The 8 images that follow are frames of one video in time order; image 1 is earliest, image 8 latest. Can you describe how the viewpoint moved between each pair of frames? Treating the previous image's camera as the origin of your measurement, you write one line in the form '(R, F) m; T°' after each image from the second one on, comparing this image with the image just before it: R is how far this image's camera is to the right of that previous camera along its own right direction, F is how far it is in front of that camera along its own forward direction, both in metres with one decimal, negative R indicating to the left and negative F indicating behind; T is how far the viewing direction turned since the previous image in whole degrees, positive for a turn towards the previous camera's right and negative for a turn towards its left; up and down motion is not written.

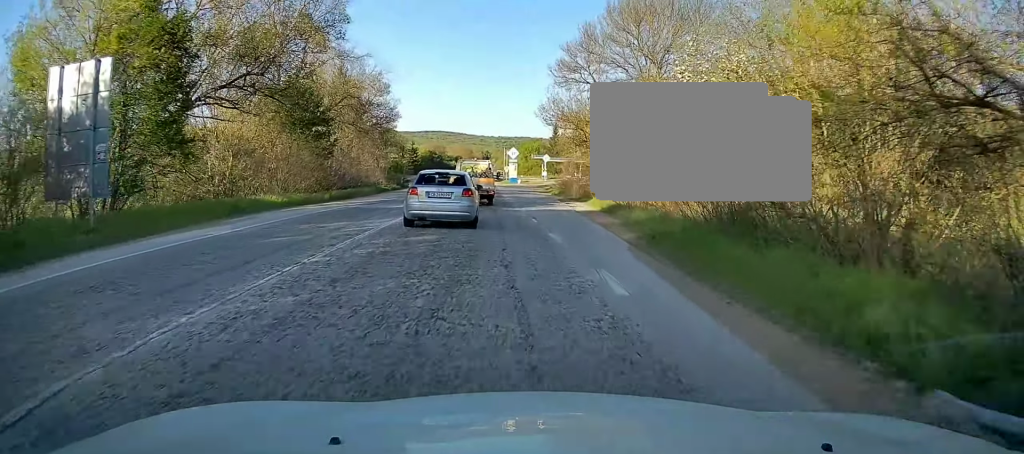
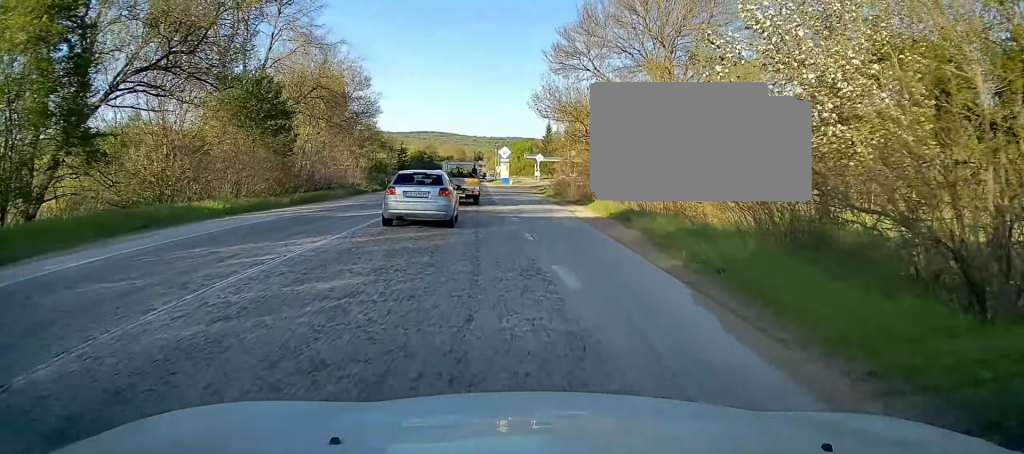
(0.0, +5.7) m; 0°
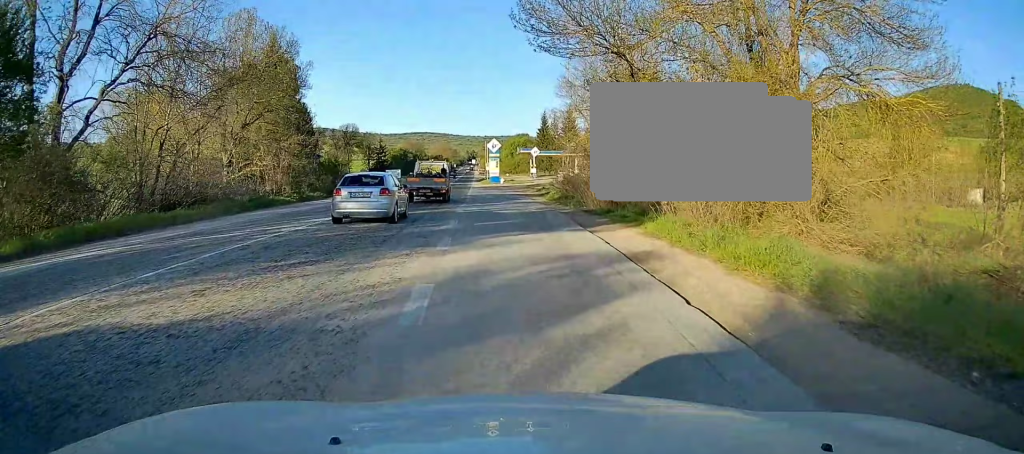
(+0.2, +20.0) m; 0°
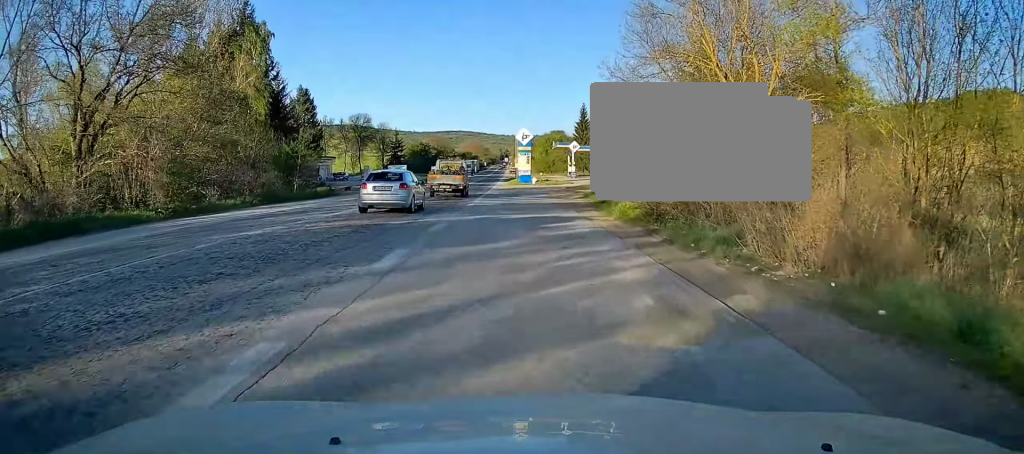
(-0.5, +20.6) m; -2°
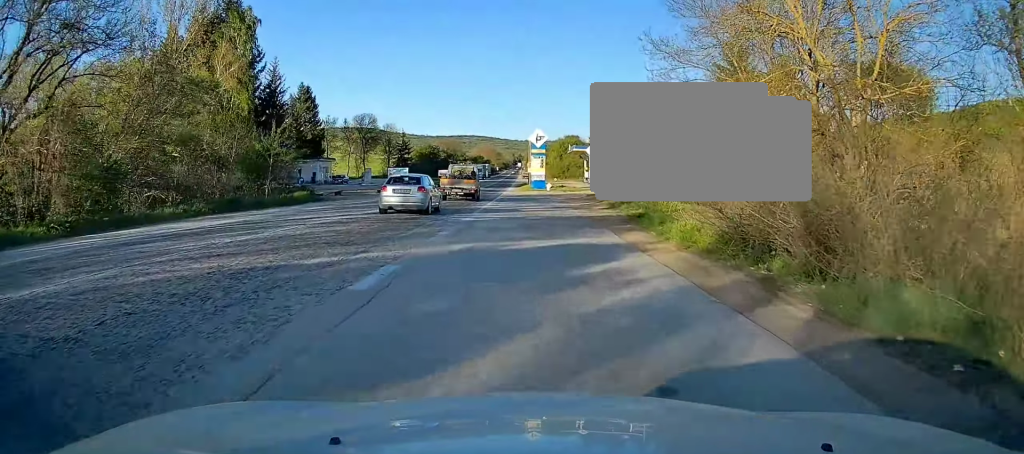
(0.0, +7.5) m; 0°
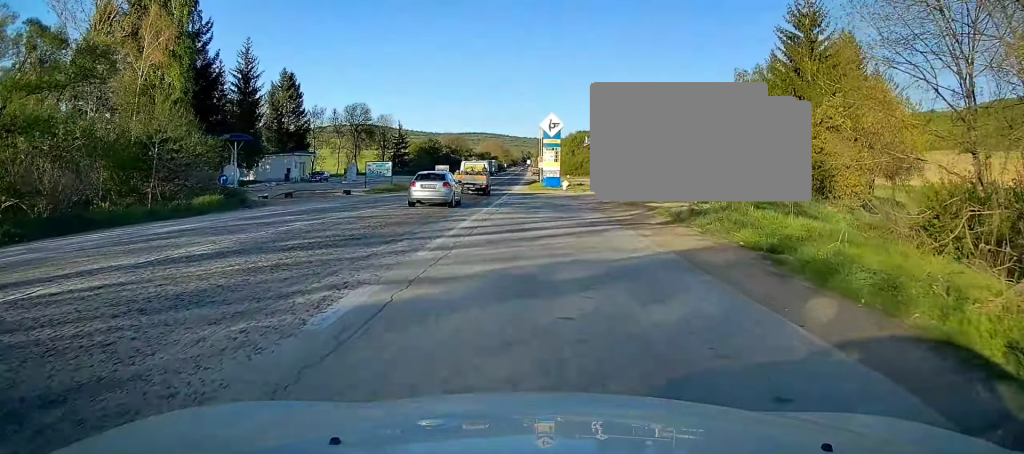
(-0.1, +13.9) m; -1°
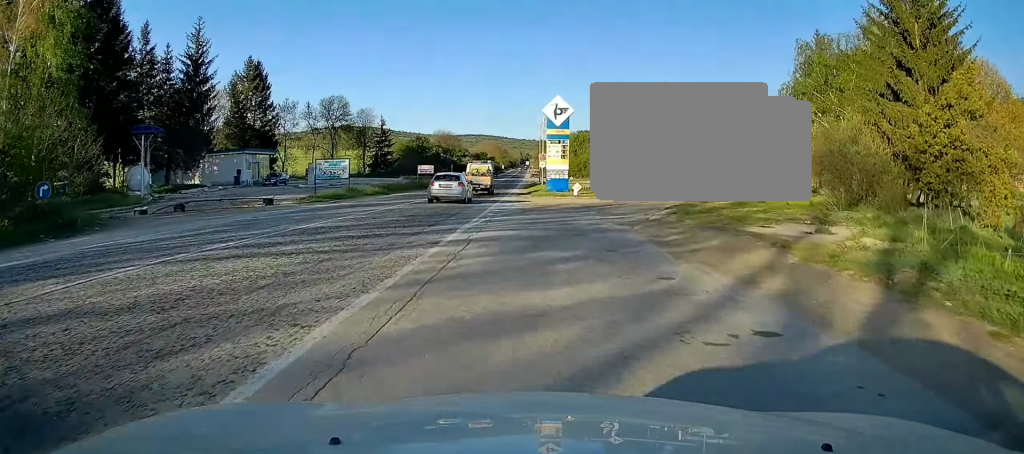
(-0.1, +14.3) m; +1°
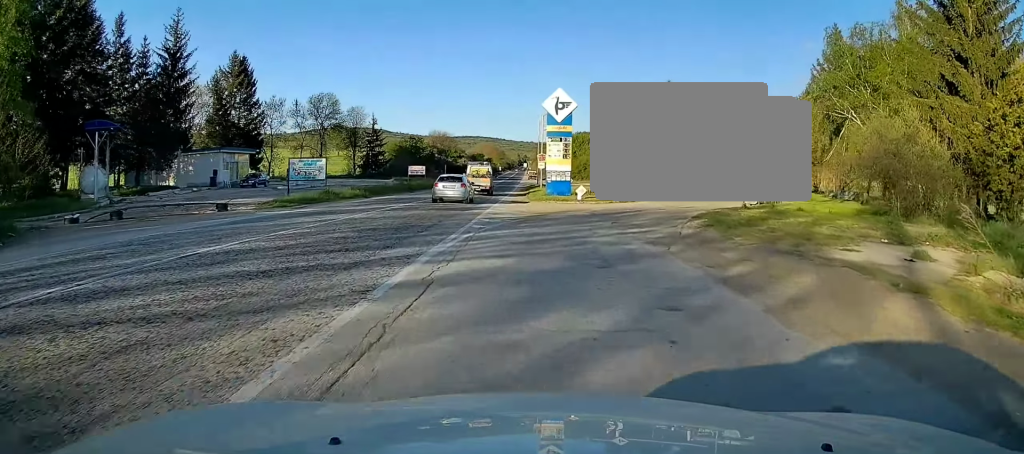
(-0.1, +5.1) m; +1°
